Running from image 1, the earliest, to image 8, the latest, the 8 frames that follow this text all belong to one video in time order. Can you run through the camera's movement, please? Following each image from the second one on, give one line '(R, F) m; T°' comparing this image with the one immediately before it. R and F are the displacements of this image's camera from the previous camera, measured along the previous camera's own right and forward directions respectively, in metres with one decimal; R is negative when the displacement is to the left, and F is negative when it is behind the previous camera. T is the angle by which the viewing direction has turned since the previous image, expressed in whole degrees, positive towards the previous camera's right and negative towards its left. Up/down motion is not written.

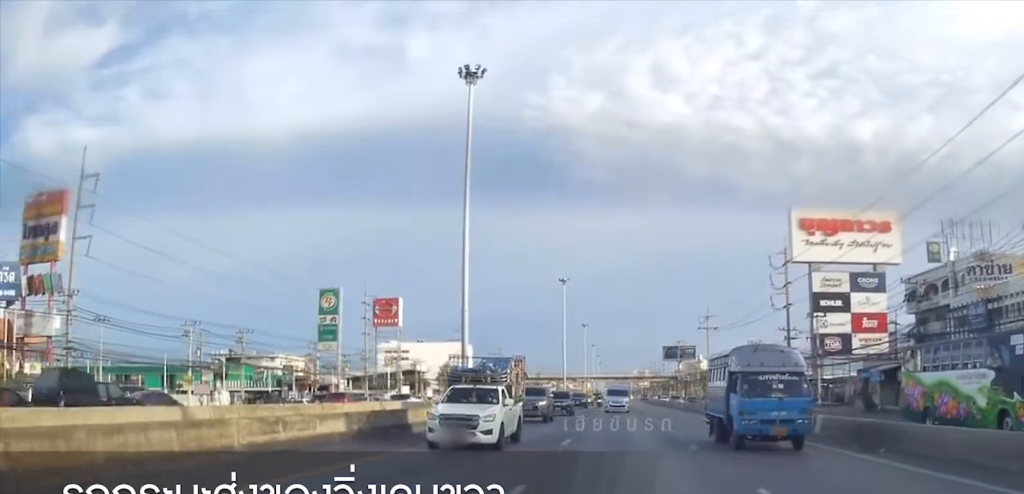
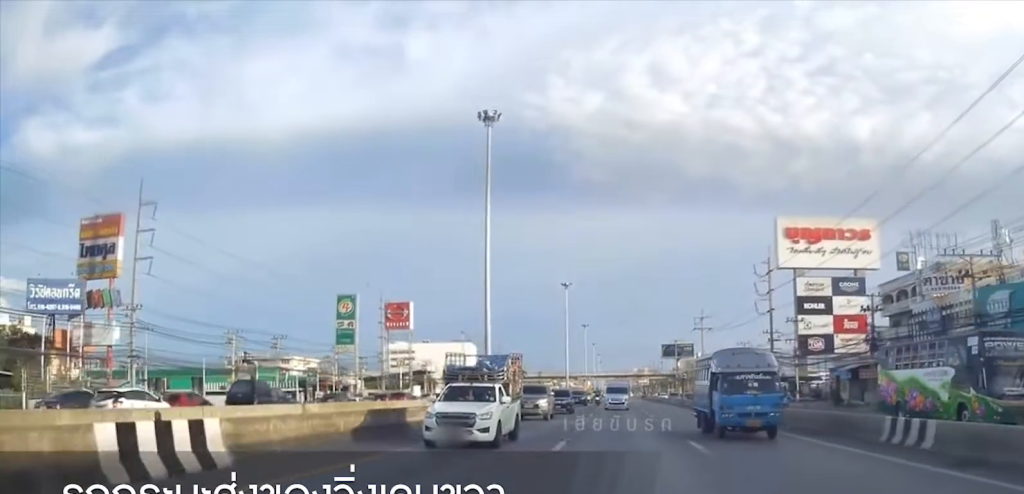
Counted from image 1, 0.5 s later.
(-0.1, +9.2) m; 0°
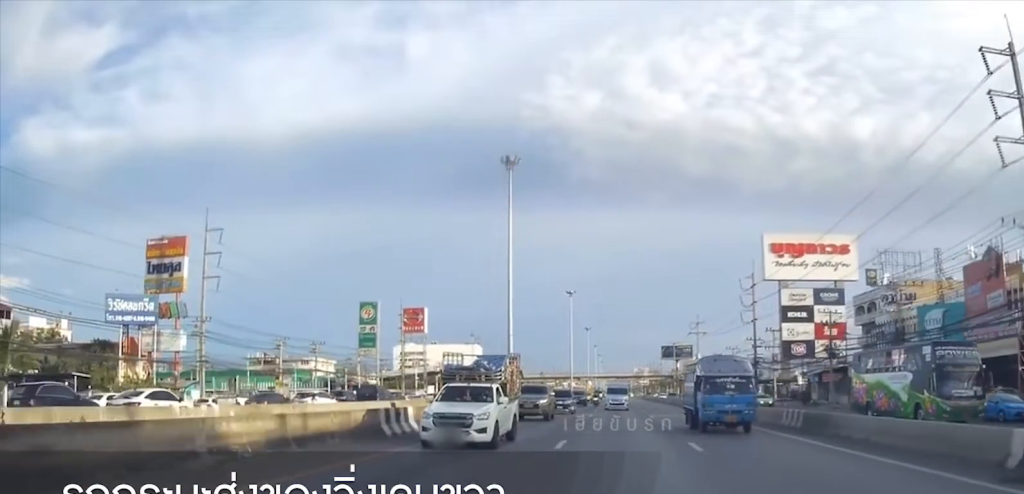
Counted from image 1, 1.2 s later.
(-0.1, +13.7) m; +2°
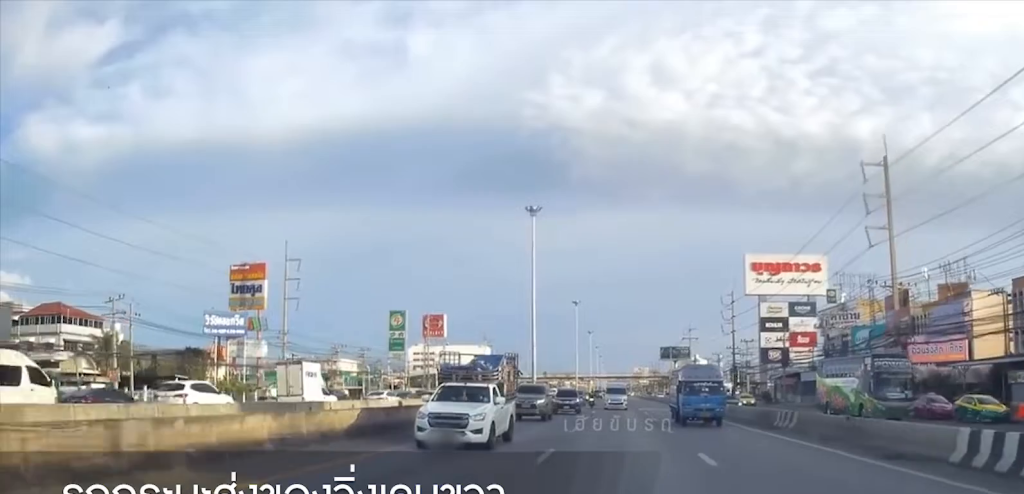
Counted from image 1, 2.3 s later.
(+0.8, +20.5) m; 0°
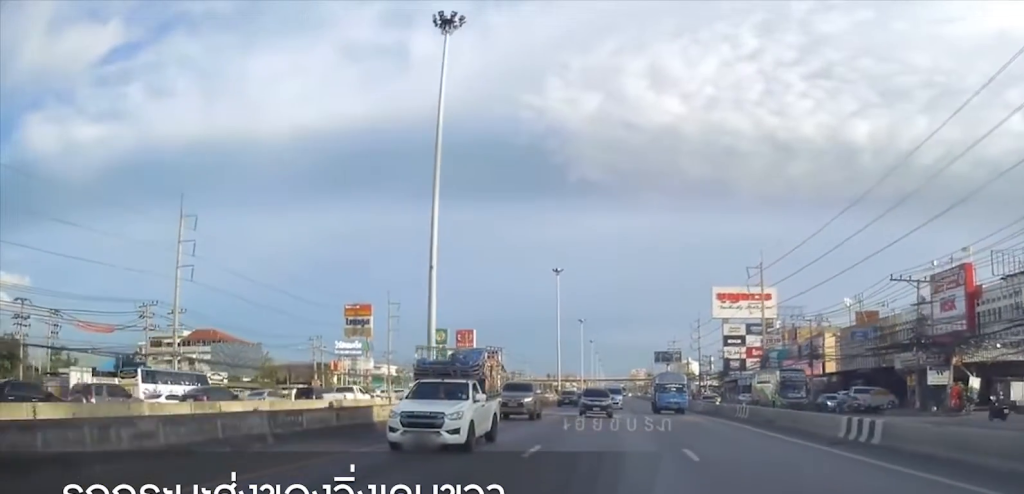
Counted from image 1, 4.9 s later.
(-1.0, +50.0) m; 0°
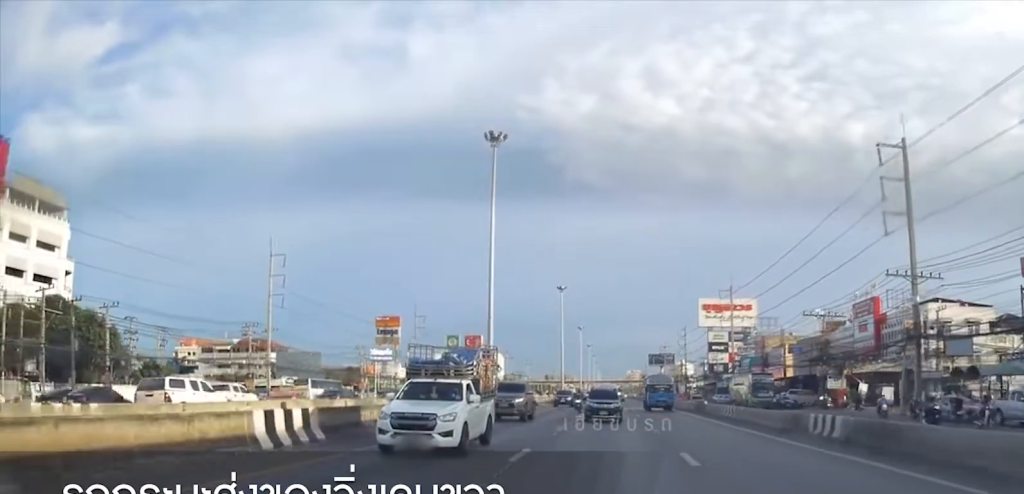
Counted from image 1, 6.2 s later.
(-0.5, +23.4) m; -2°
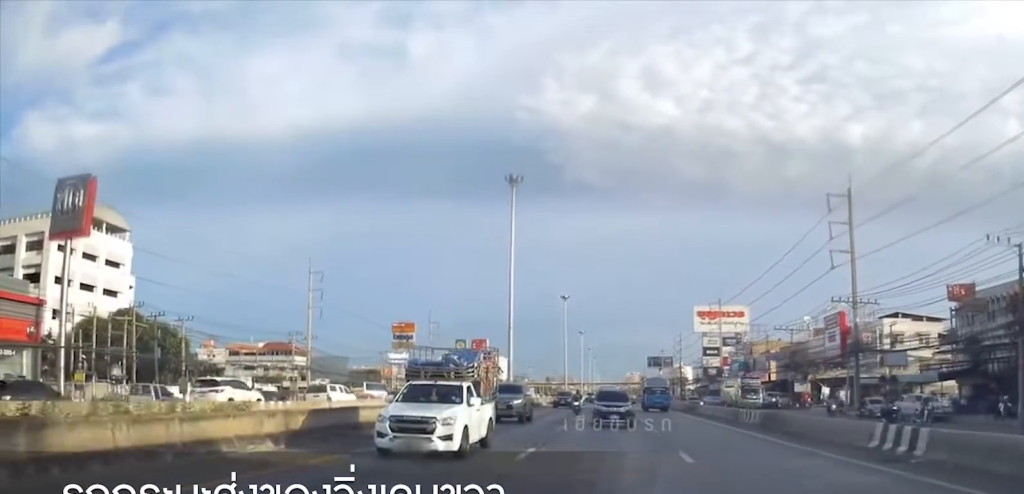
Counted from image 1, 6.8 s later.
(0.0, +12.9) m; 0°
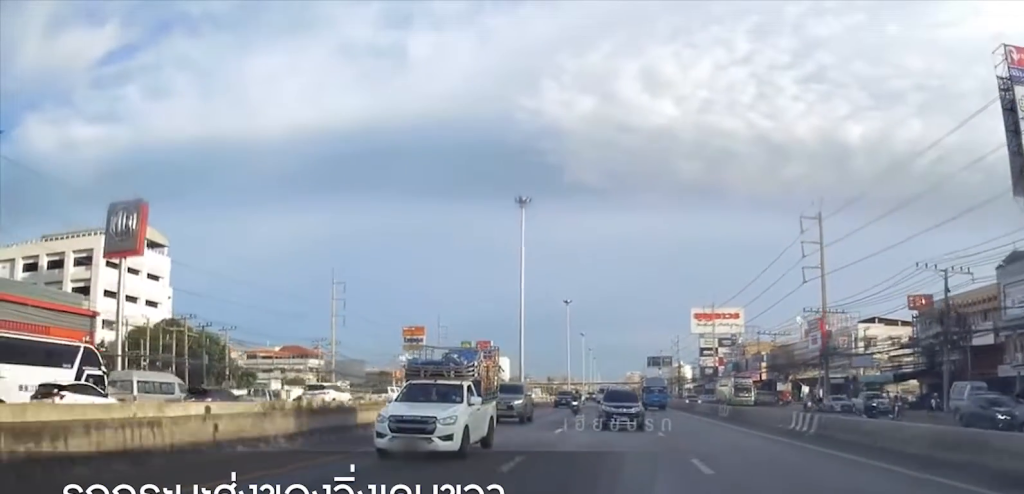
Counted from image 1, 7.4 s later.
(0.0, +9.9) m; 0°
